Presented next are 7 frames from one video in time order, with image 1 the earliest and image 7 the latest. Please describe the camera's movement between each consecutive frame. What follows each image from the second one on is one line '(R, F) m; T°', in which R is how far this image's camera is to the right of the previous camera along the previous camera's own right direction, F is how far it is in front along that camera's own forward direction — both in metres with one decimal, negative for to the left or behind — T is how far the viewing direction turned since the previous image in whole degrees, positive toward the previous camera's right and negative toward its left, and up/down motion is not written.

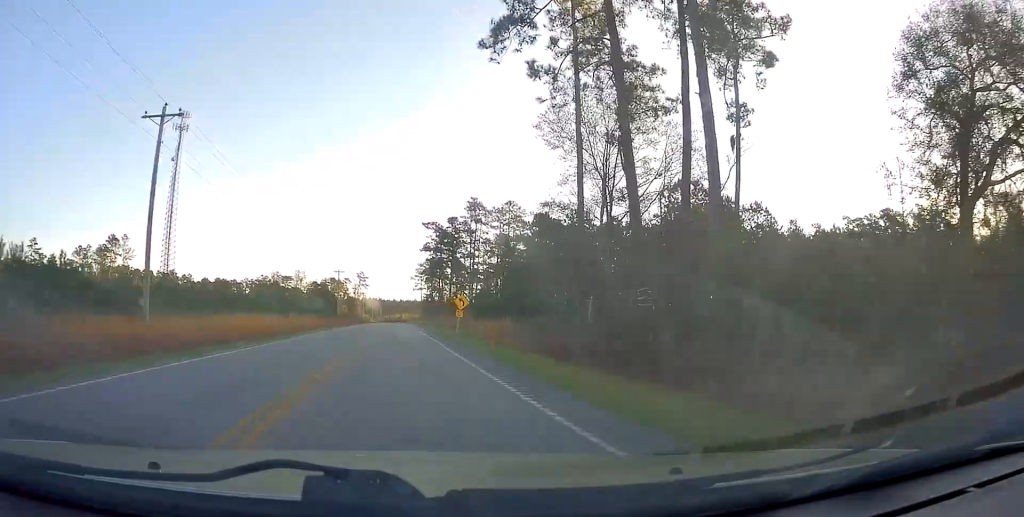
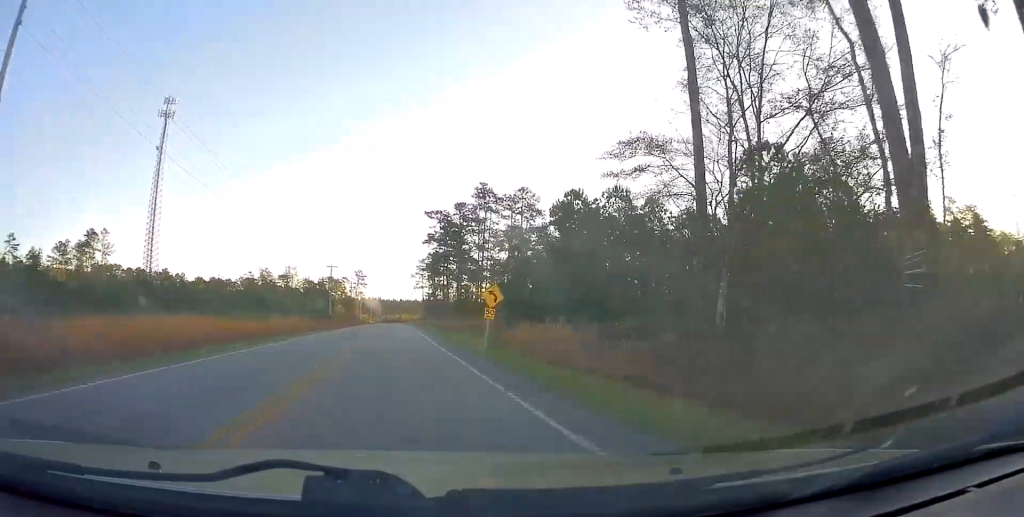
(+0.3, +12.5) m; +1°
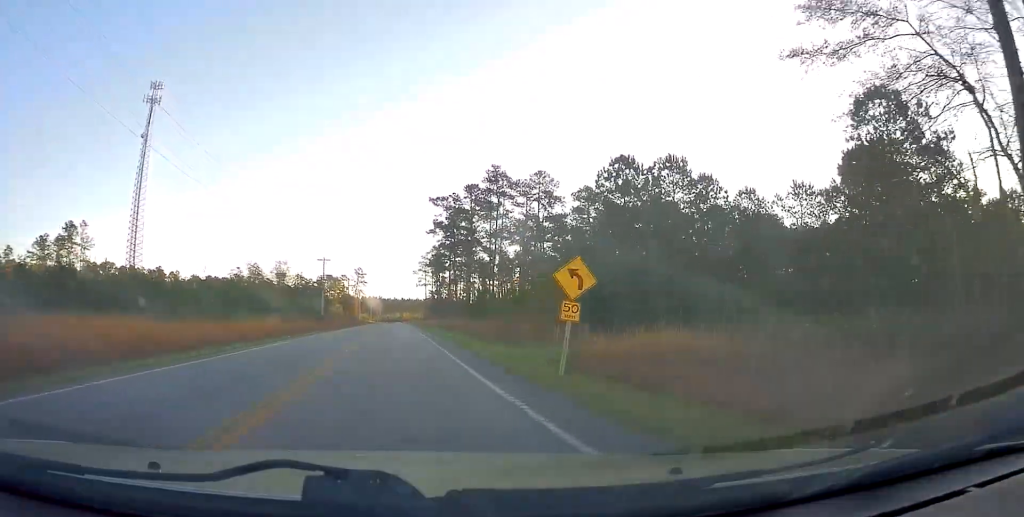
(+0.4, +11.7) m; +1°
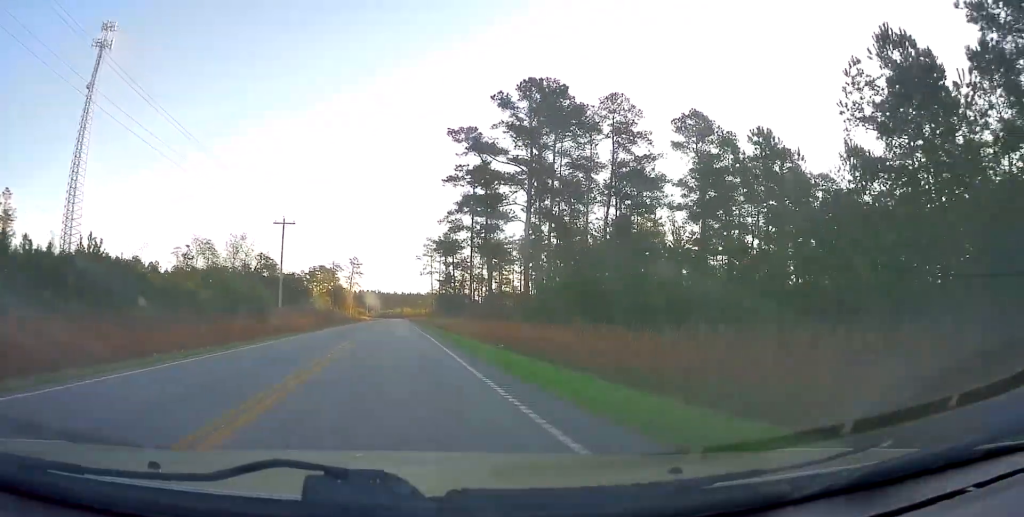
(-0.1, +32.6) m; 0°
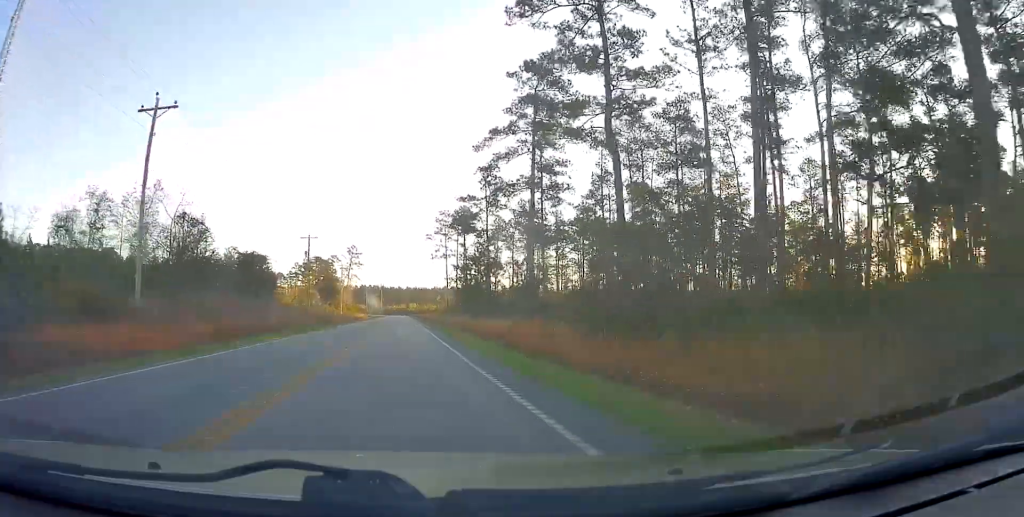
(+0.1, +34.4) m; +1°
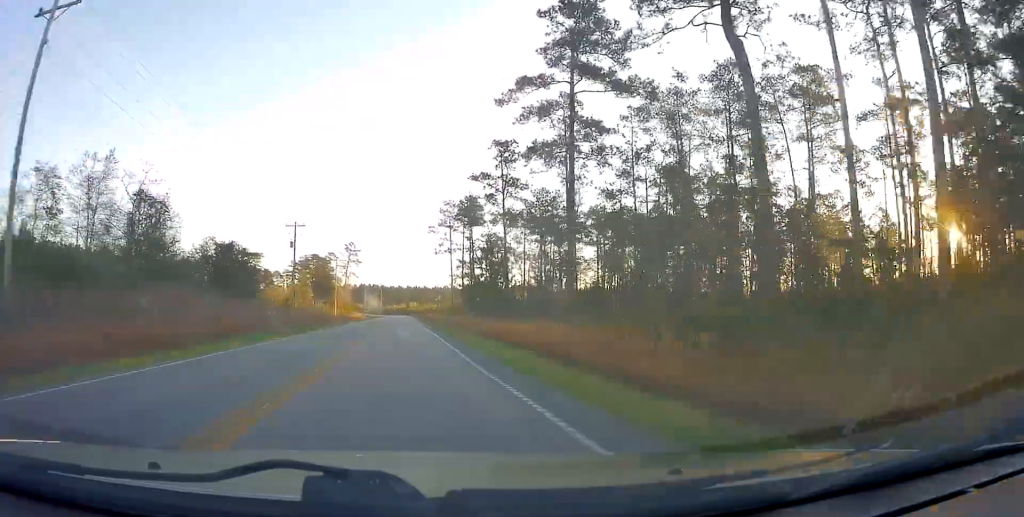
(-0.1, +10.4) m; 0°
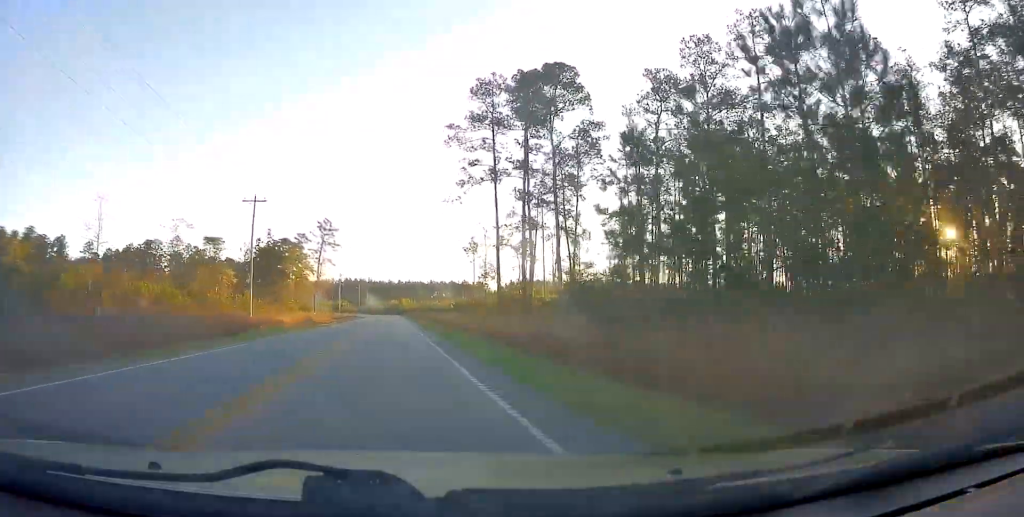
(+0.2, +57.9) m; 0°
